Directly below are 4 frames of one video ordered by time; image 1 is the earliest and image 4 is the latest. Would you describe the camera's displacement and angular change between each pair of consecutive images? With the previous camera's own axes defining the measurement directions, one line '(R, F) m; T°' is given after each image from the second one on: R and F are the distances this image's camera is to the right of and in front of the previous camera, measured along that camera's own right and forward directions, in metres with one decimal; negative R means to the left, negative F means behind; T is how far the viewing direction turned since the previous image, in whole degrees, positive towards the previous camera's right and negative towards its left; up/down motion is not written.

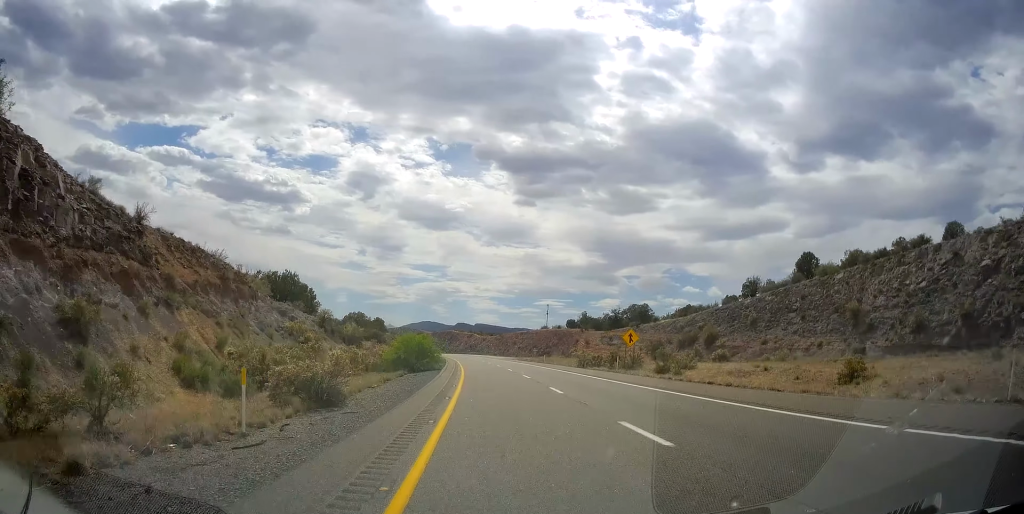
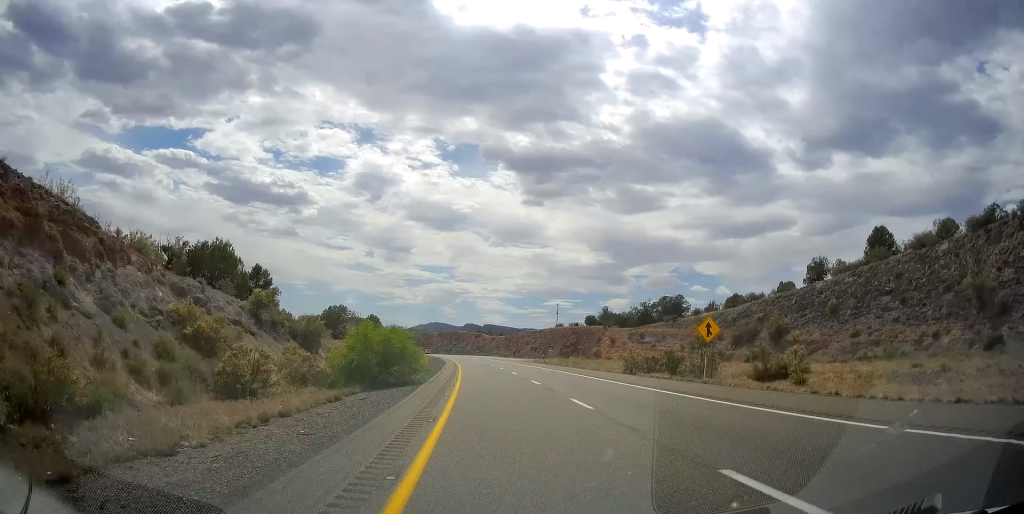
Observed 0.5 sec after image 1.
(-0.5, +17.6) m; -1°
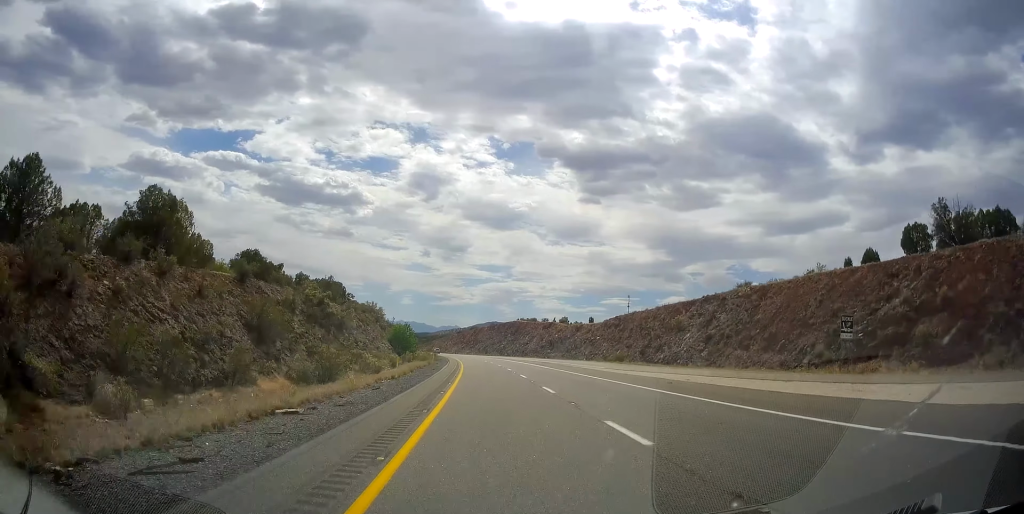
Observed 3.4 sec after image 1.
(-3.7, +101.9) m; -4°
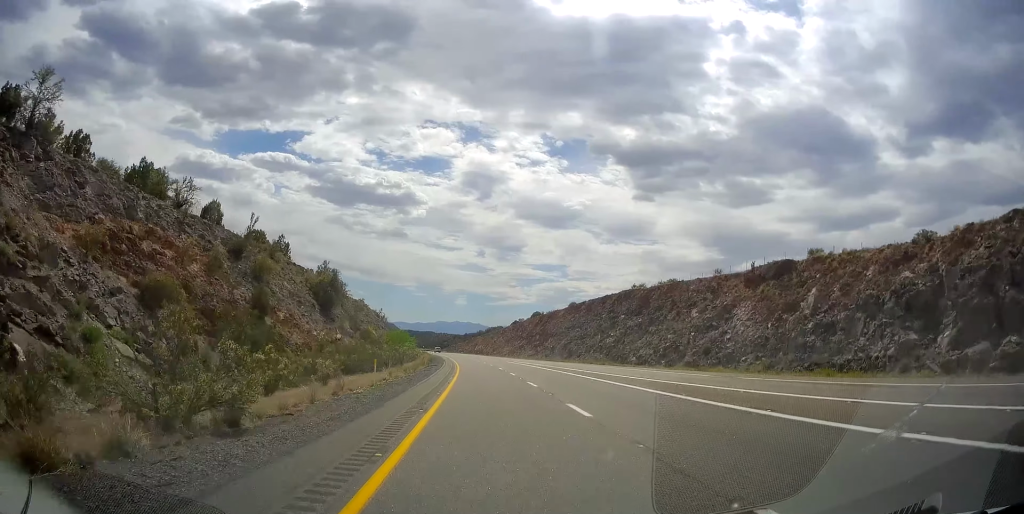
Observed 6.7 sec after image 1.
(-5.8, +115.3) m; -6°
